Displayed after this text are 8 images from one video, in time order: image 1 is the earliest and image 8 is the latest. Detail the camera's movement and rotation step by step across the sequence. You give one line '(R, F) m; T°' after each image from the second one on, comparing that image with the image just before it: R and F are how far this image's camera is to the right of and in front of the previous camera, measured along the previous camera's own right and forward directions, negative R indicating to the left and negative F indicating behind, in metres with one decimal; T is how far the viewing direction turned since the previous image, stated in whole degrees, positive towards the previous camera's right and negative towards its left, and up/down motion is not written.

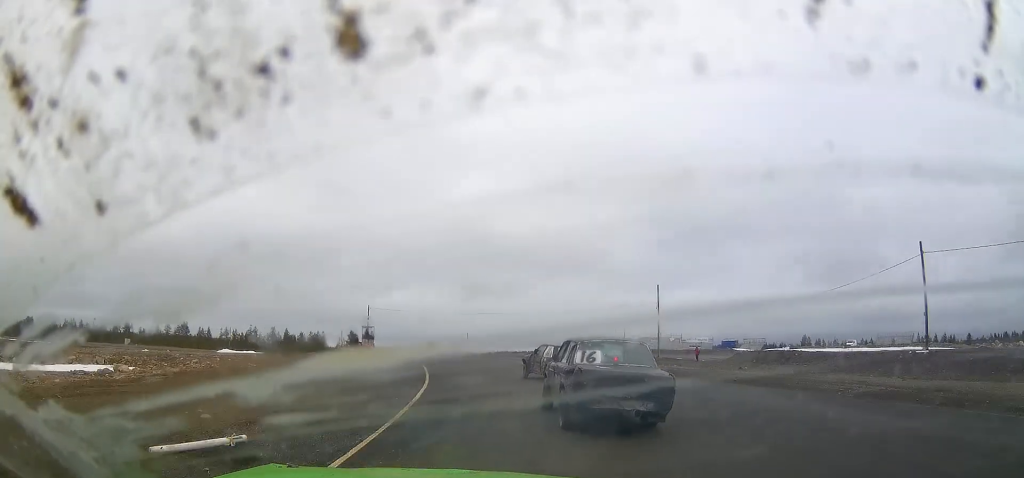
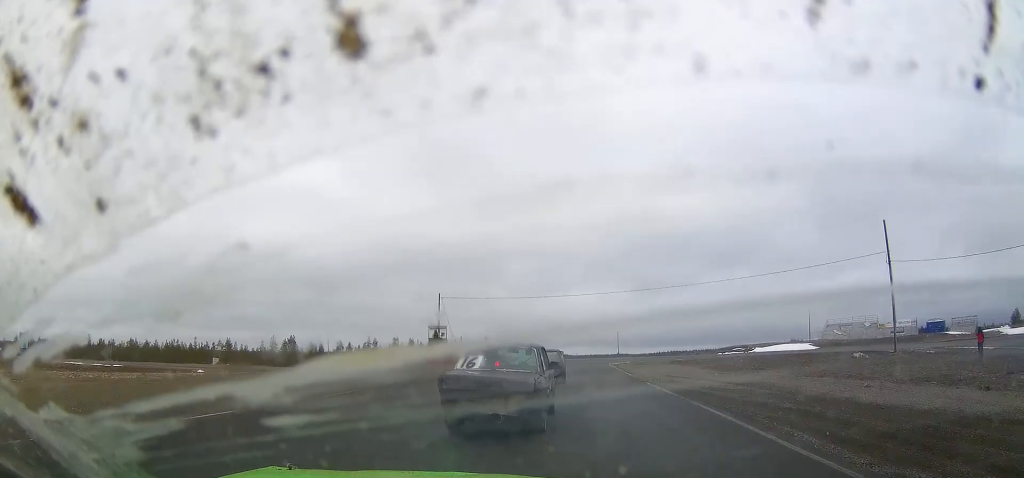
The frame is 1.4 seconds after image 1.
(-6.4, +28.7) m; -26°
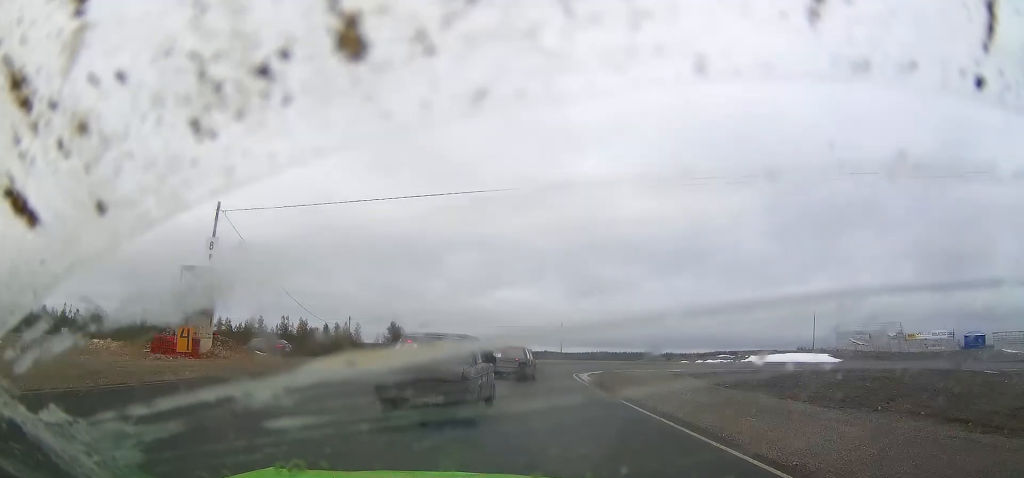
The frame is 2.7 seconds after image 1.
(-5.6, +29.5) m; -14°
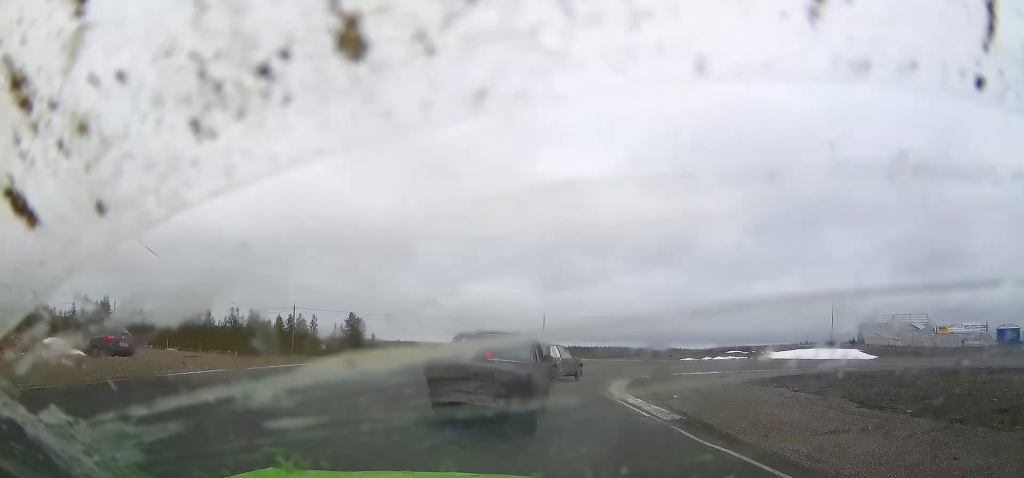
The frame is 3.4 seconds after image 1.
(-0.9, +14.2) m; -1°
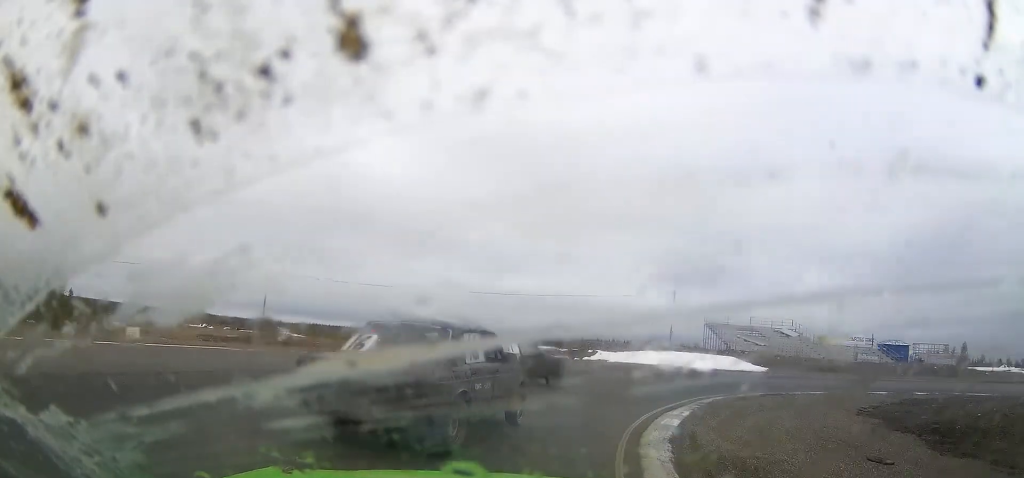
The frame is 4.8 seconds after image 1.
(+2.6, +26.6) m; +16°
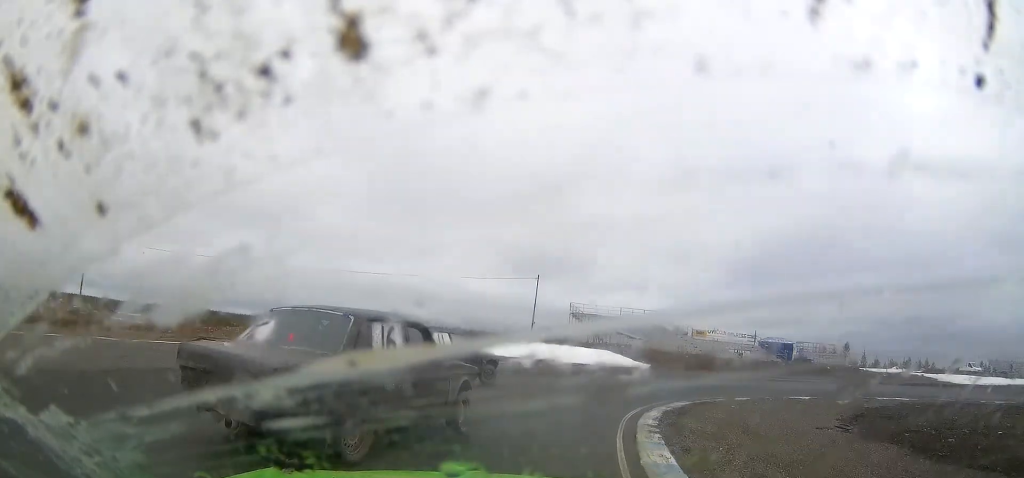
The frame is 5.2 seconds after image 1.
(-0.3, +7.3) m; +7°
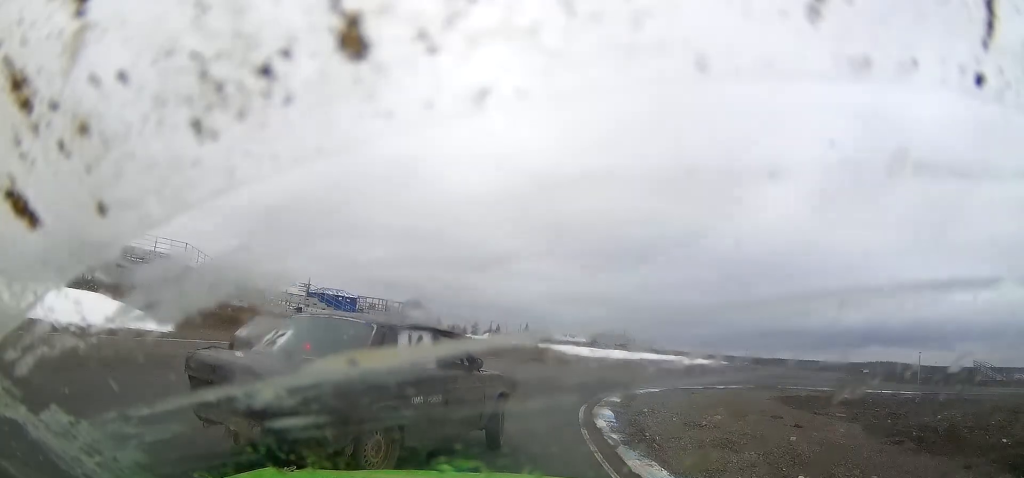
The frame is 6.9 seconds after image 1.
(+7.8, +19.5) m; +47°
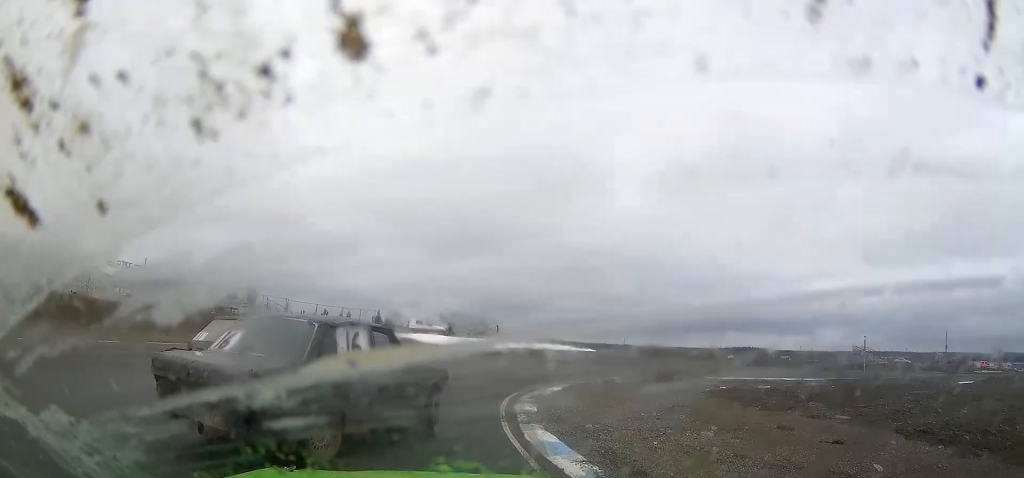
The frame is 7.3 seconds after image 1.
(-0.3, +4.9) m; +15°
